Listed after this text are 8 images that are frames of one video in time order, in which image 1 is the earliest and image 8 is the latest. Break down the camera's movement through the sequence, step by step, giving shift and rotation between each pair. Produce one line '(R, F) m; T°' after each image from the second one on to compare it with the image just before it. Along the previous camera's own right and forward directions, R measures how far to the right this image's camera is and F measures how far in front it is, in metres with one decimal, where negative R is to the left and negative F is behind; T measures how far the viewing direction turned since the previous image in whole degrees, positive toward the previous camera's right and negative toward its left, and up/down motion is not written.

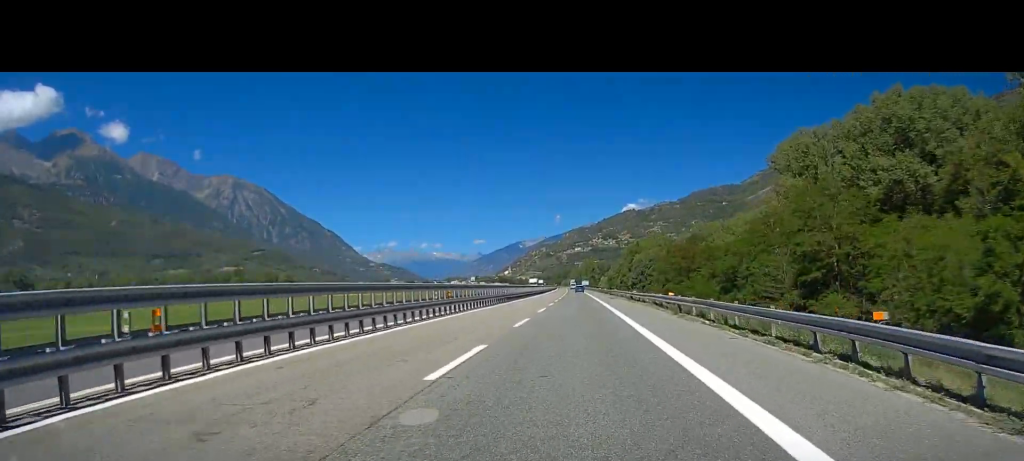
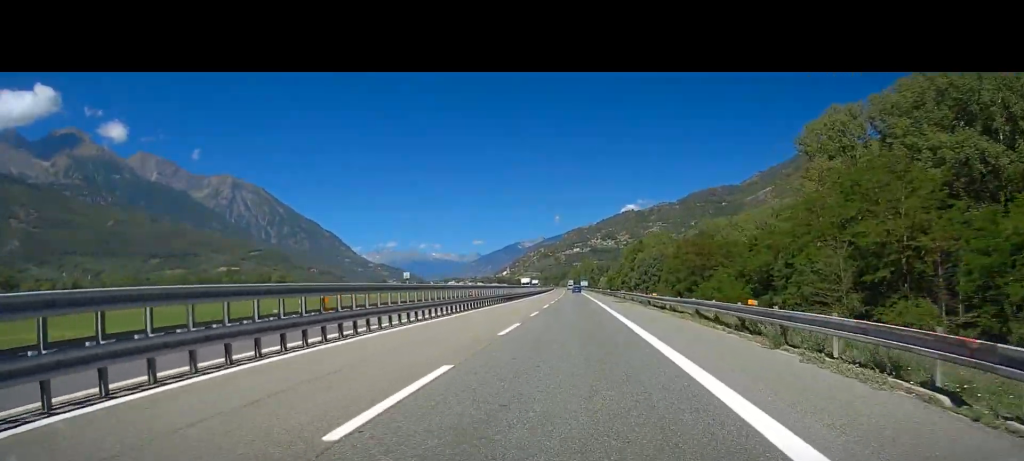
(-0.3, +15.7) m; 0°
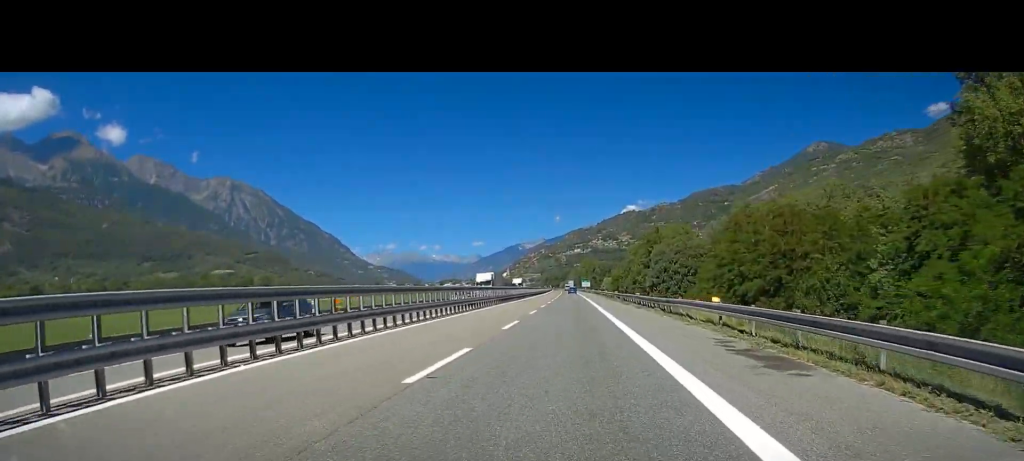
(+0.1, +44.4) m; -1°
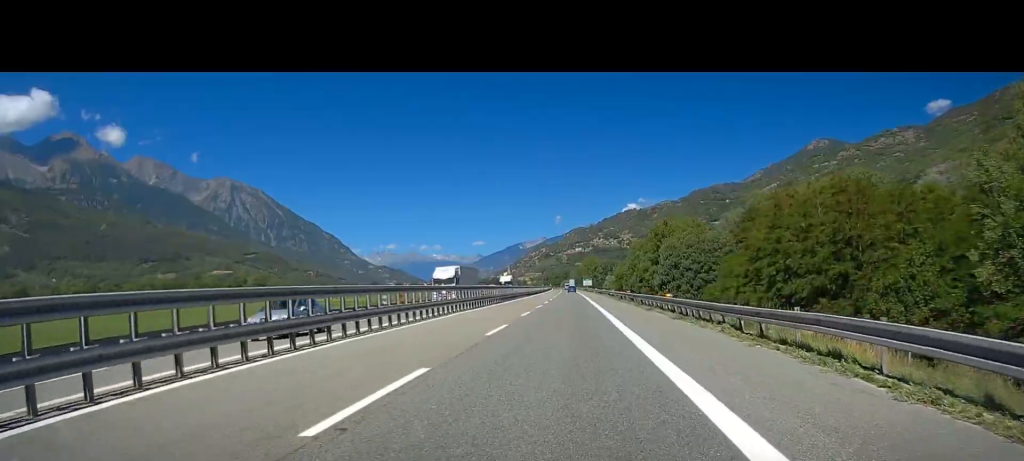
(-0.1, +15.5) m; 0°
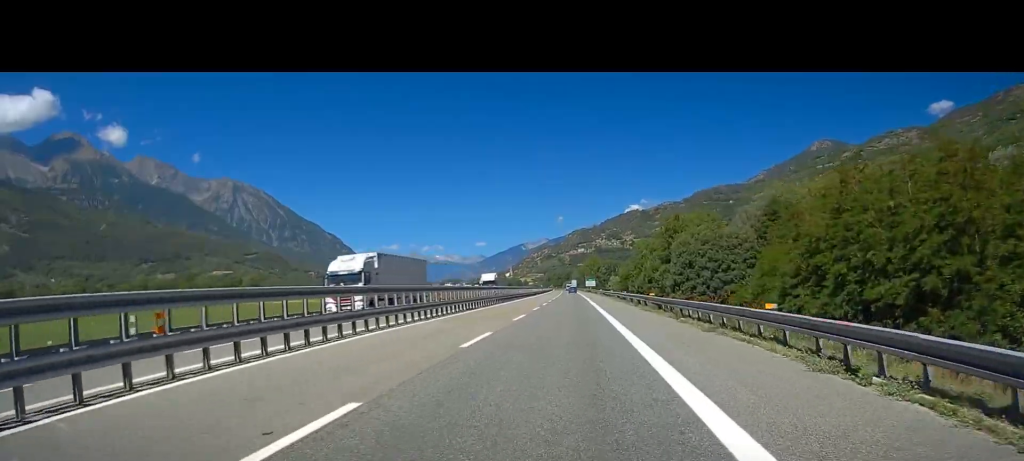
(-0.1, +15.4) m; +1°
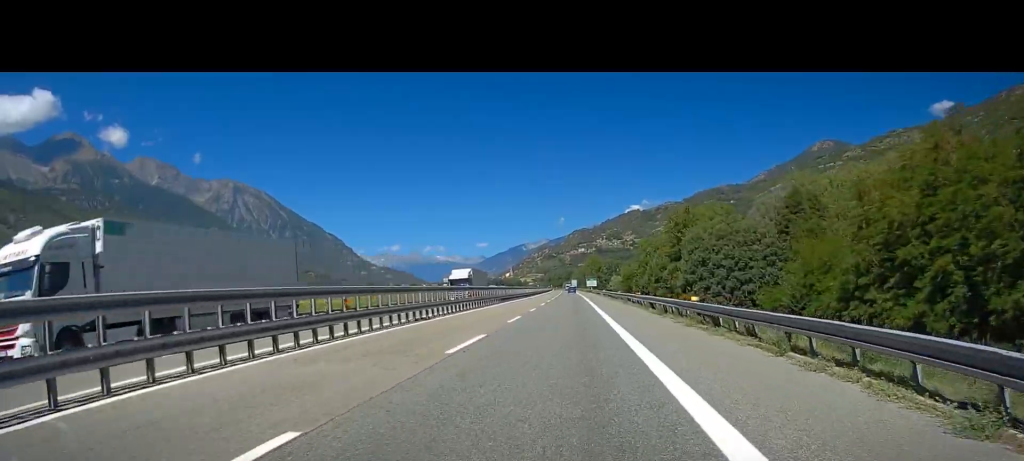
(+0.2, +13.1) m; 0°
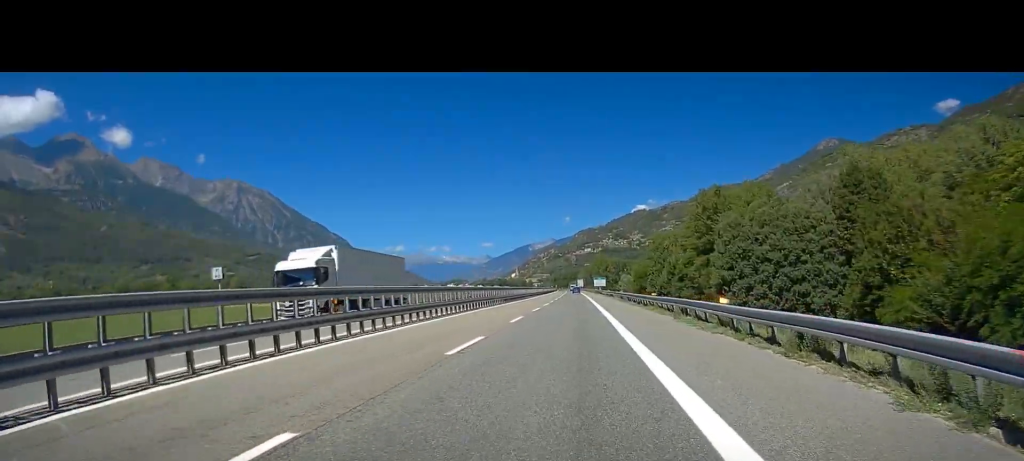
(+0.2, +24.1) m; 0°
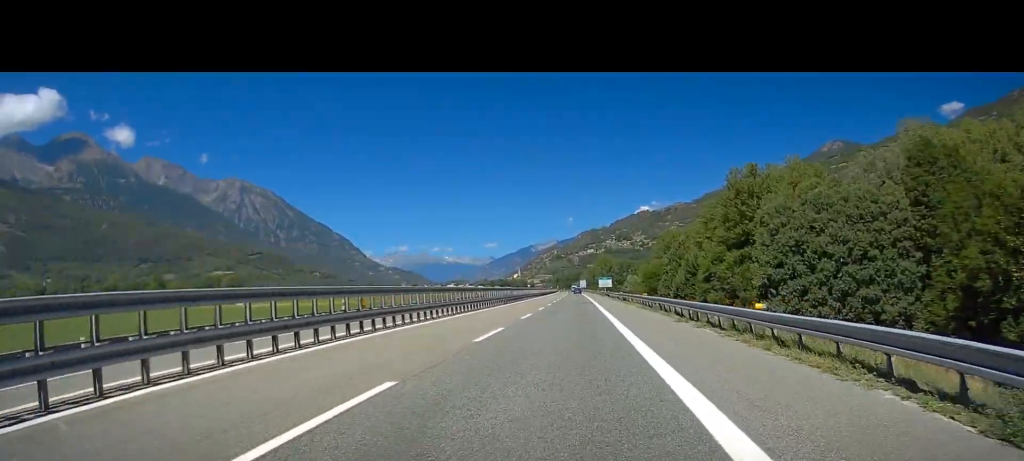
(-0.2, +20.4) m; -1°
